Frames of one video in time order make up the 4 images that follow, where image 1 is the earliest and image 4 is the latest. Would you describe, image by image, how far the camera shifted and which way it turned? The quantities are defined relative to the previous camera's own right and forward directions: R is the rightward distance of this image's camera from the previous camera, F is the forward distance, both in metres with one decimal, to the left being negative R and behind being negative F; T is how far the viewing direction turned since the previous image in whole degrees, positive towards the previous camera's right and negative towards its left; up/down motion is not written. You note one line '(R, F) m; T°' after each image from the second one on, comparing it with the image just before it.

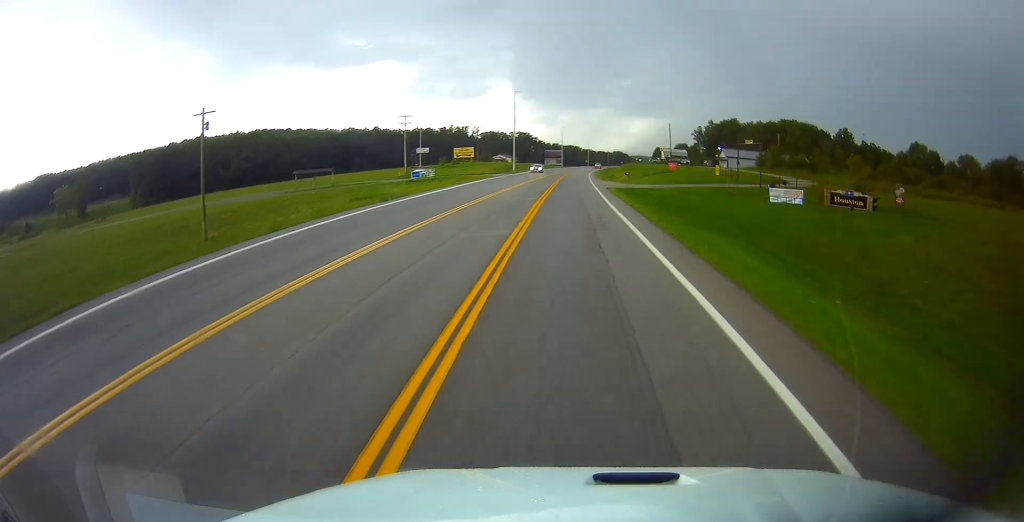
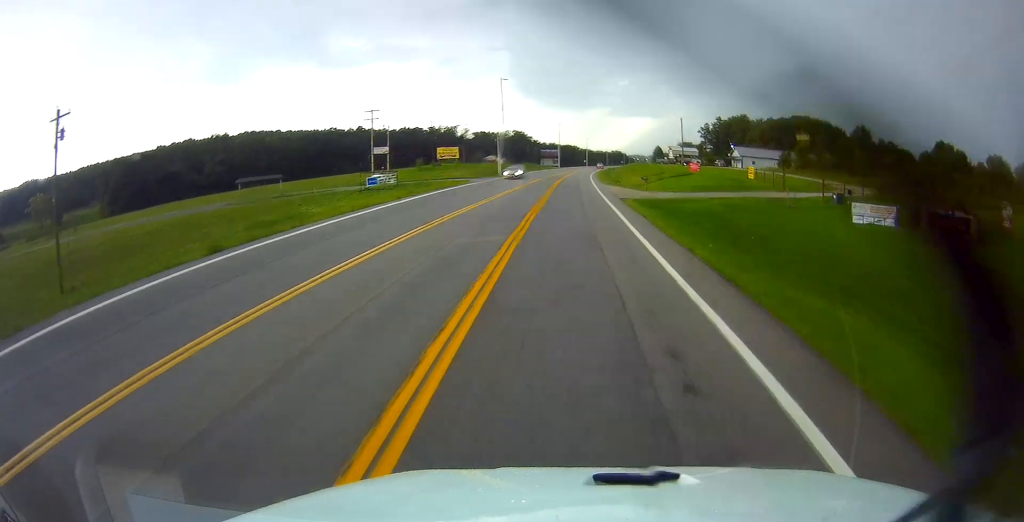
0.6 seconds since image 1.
(0.0, +16.0) m; +1°
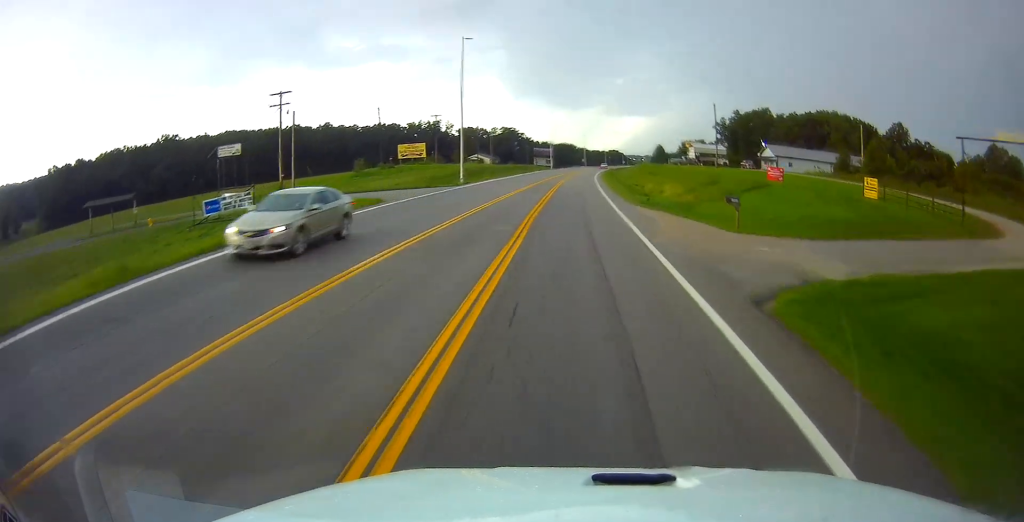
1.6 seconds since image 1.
(+0.3, +27.5) m; +1°
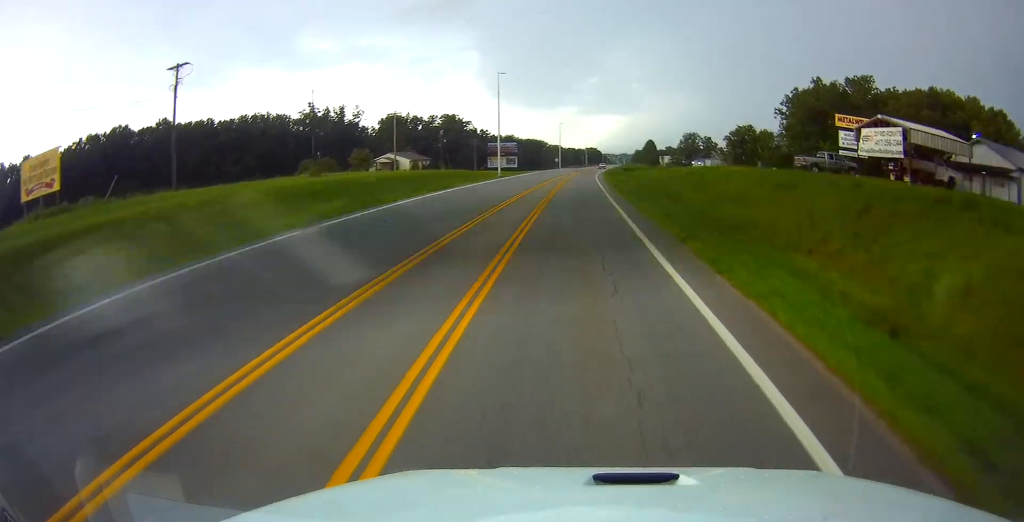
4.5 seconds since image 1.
(+0.9, +76.6) m; +2°
